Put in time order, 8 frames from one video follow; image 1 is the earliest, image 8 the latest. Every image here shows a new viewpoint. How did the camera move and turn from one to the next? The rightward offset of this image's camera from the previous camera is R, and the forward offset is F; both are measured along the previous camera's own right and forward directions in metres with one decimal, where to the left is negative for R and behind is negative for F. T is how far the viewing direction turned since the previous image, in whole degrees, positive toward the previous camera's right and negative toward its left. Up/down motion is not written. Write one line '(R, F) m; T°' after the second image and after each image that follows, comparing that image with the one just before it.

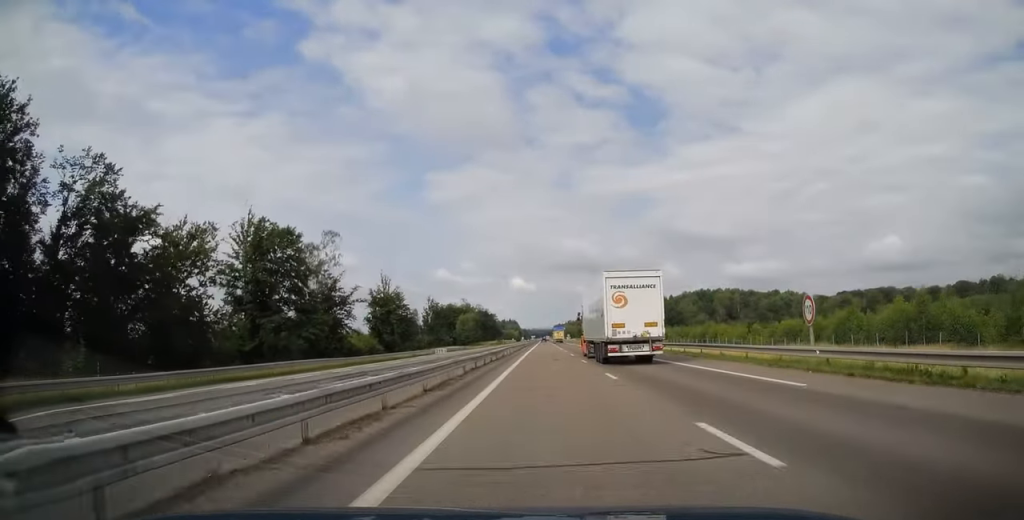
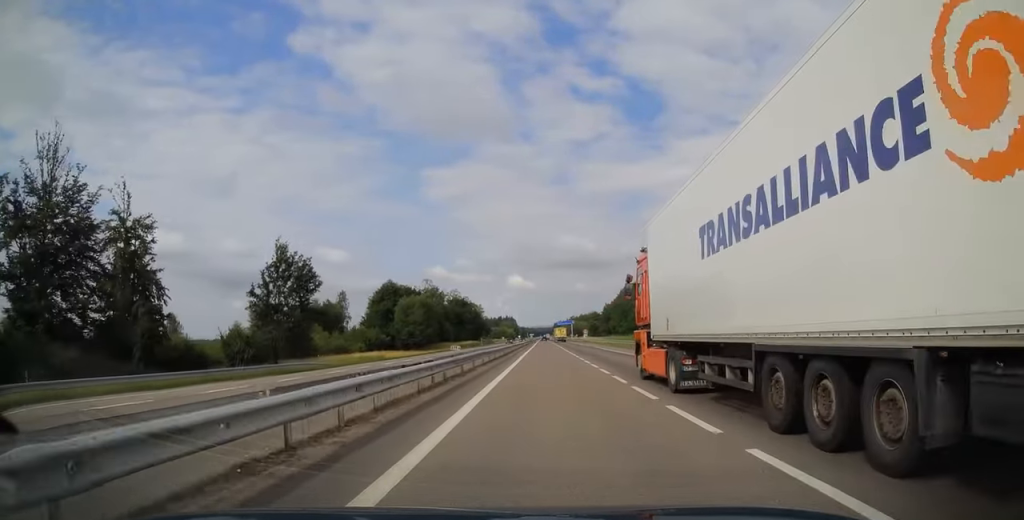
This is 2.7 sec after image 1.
(-0.2, +93.1) m; 0°
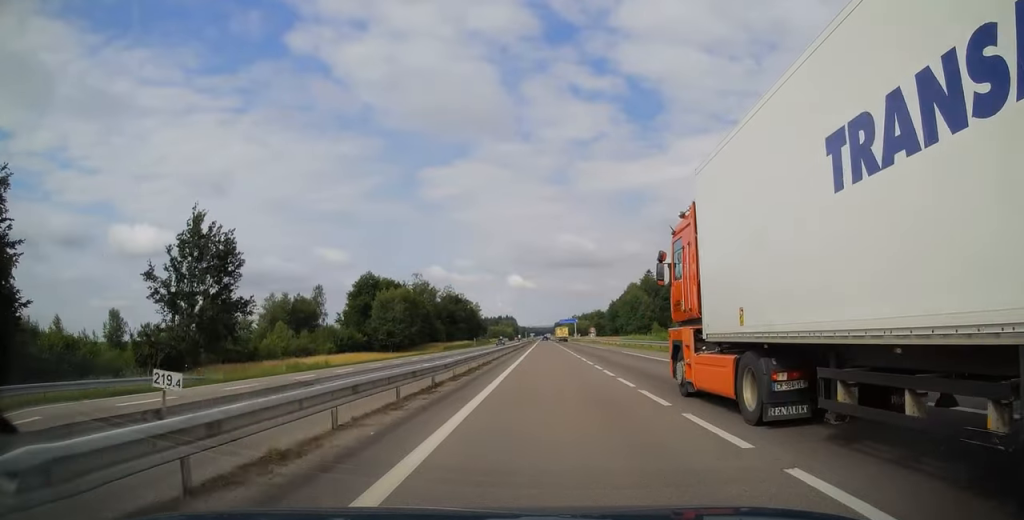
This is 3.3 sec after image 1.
(-0.1, +18.5) m; 0°
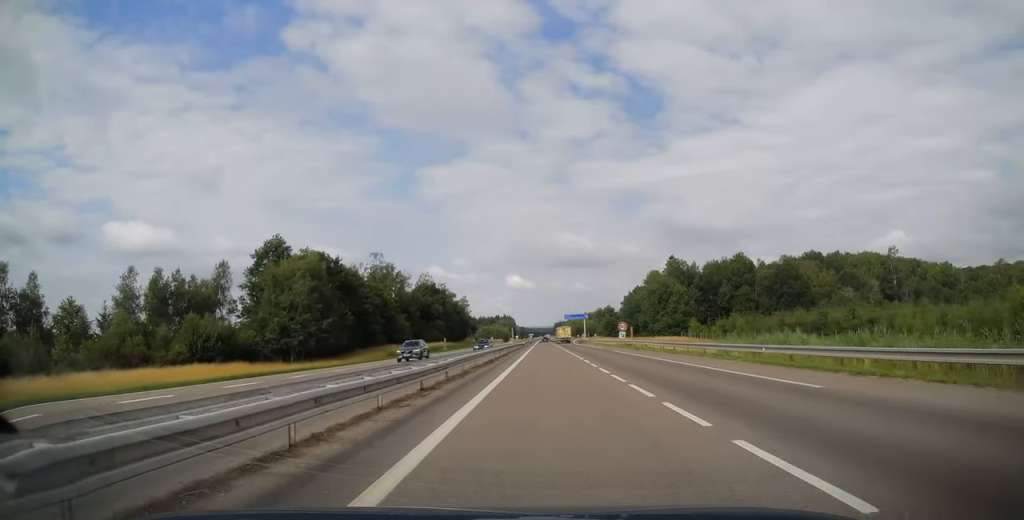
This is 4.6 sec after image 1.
(-0.3, +45.8) m; 0°
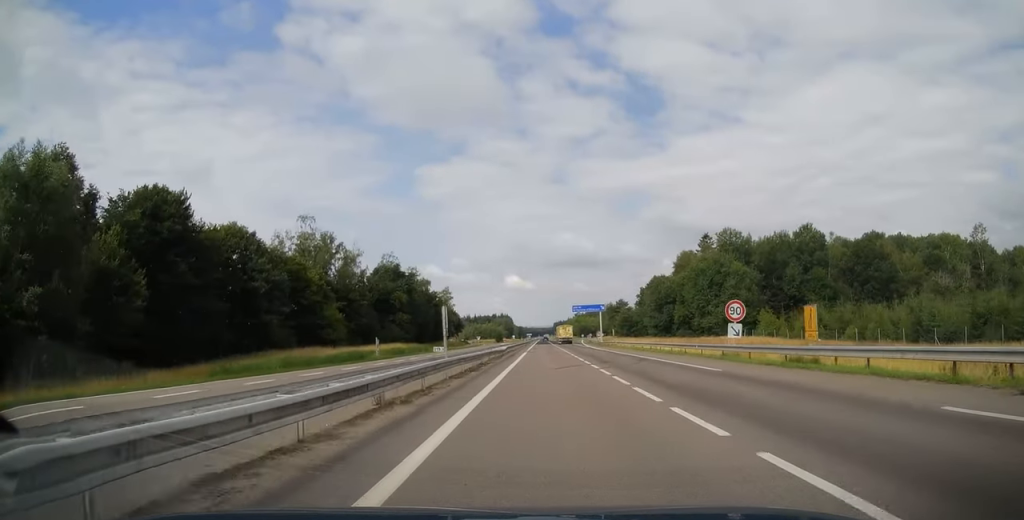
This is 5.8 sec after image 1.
(+0.5, +43.9) m; 0°
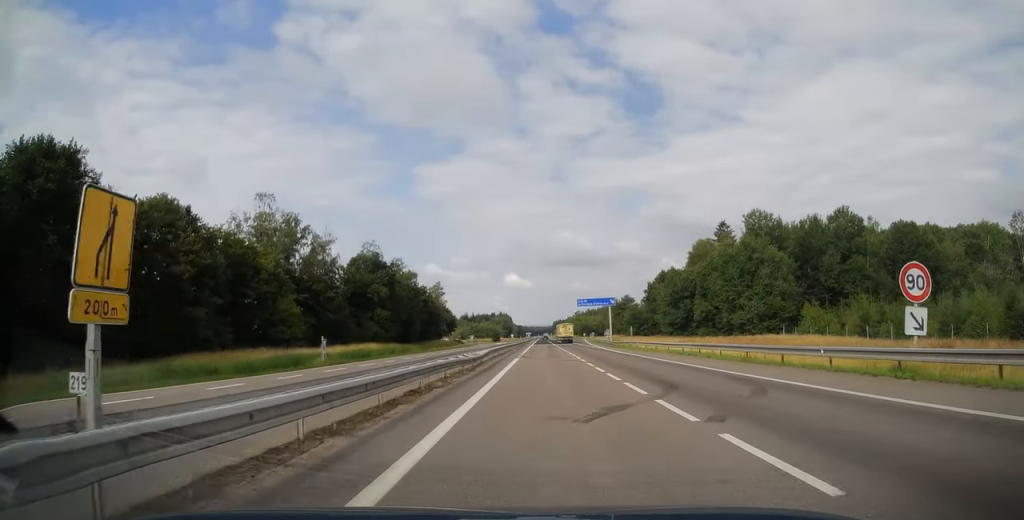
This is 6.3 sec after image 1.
(-0.1, +16.0) m; 0°
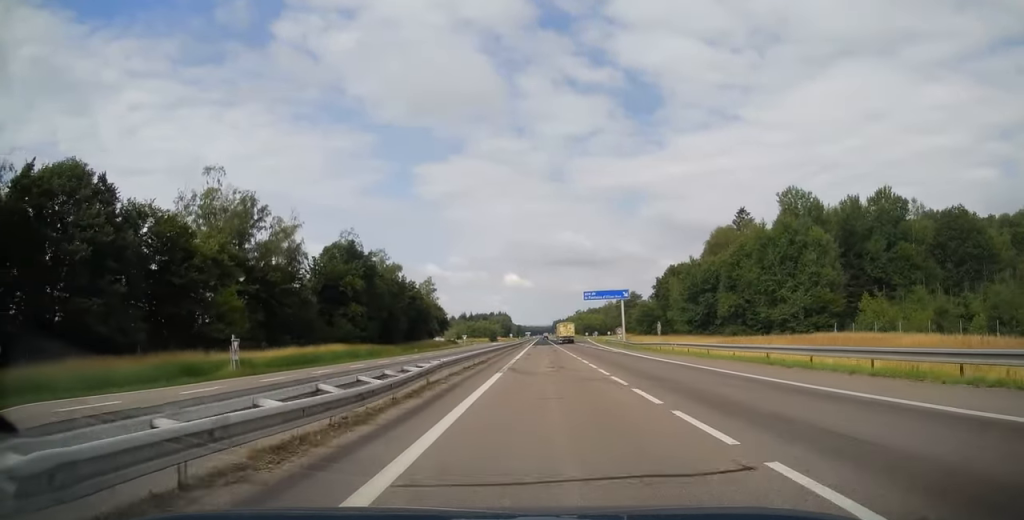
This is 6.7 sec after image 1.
(-0.1, +14.8) m; 0°
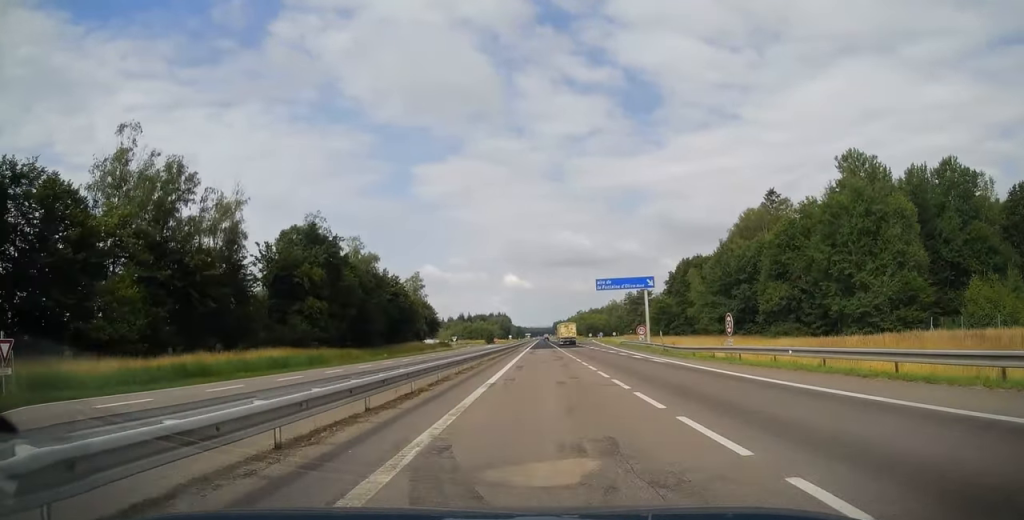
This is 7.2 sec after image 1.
(0.0, +17.8) m; 0°
